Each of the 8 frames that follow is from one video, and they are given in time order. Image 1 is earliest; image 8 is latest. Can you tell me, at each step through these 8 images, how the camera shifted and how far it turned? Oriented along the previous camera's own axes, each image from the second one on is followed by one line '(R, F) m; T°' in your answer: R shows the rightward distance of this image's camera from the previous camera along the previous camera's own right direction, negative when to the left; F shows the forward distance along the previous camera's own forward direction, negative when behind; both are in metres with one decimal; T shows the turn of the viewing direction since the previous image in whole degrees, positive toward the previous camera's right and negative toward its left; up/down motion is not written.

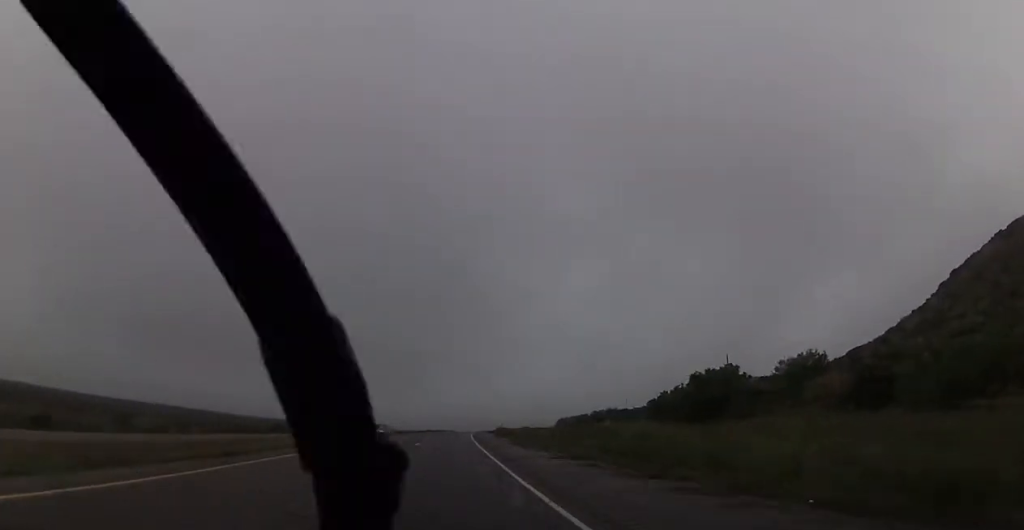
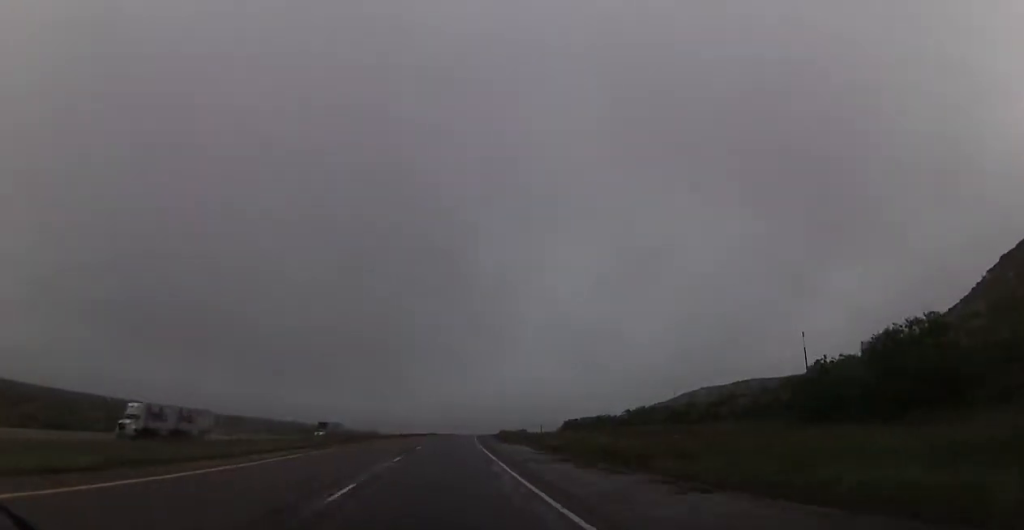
(+1.2, +40.0) m; +1°
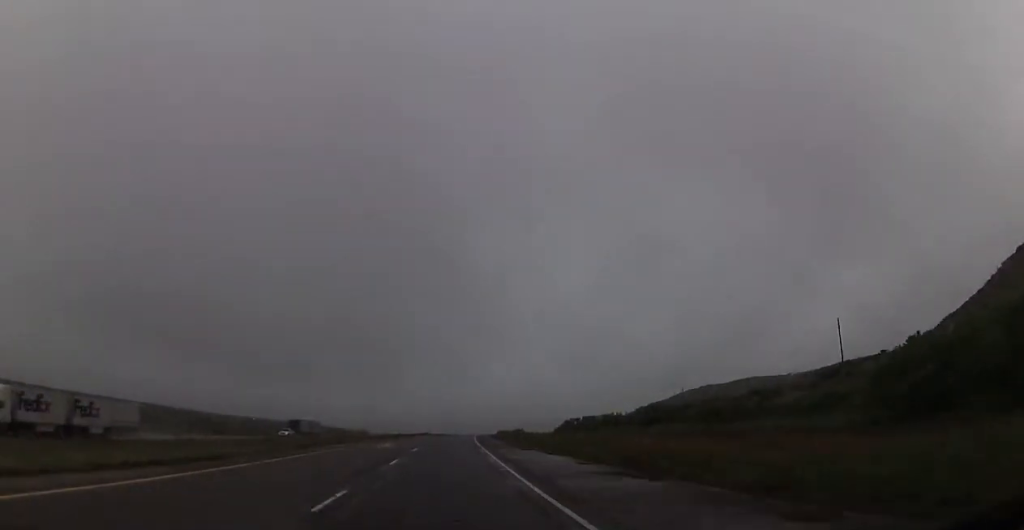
(-0.3, +13.7) m; 0°
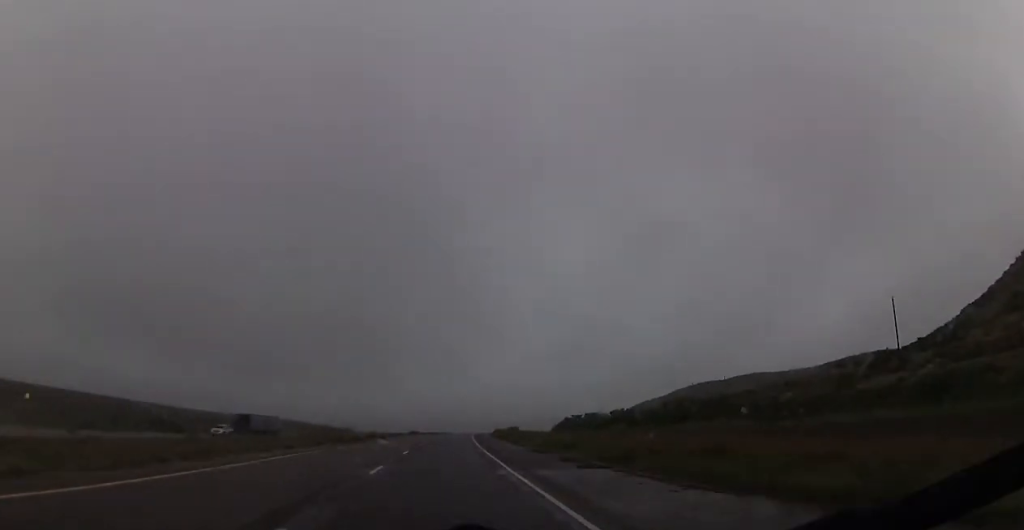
(-0.4, +17.1) m; 0°
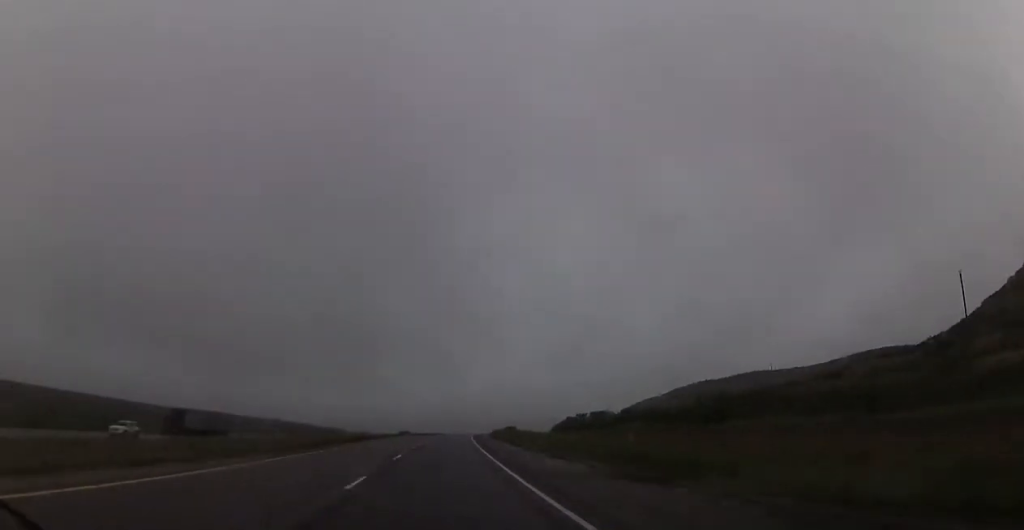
(+0.2, +16.0) m; +1°
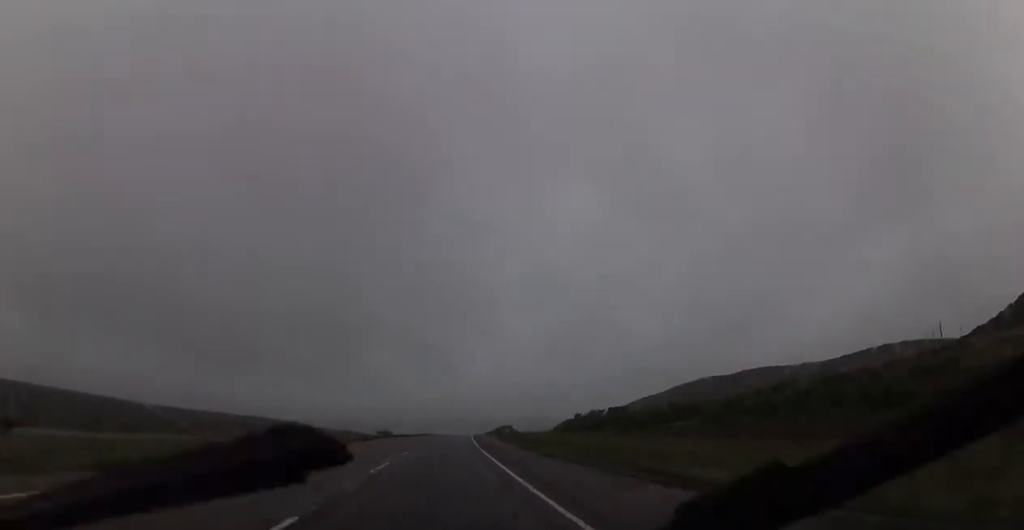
(+0.6, +32.0) m; +2°
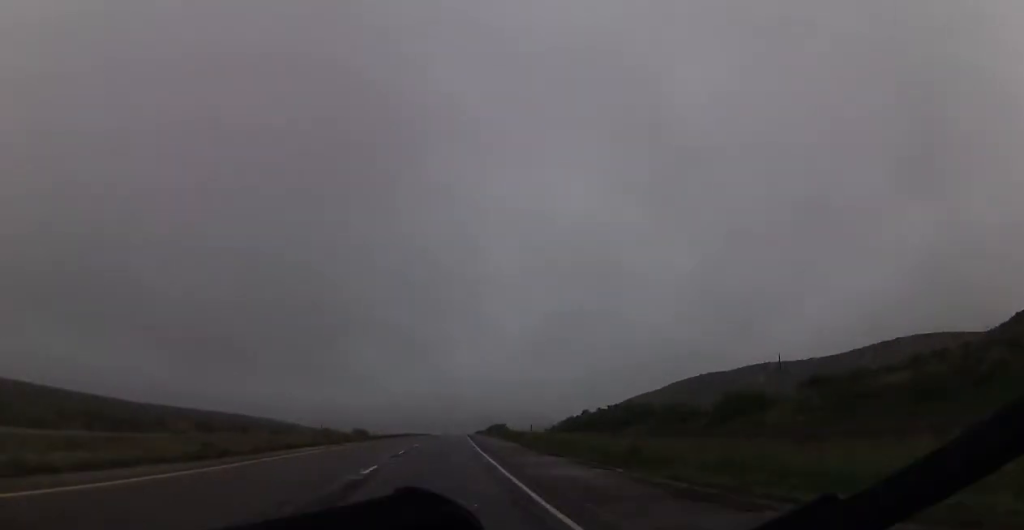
(+0.3, +25.2) m; +2°
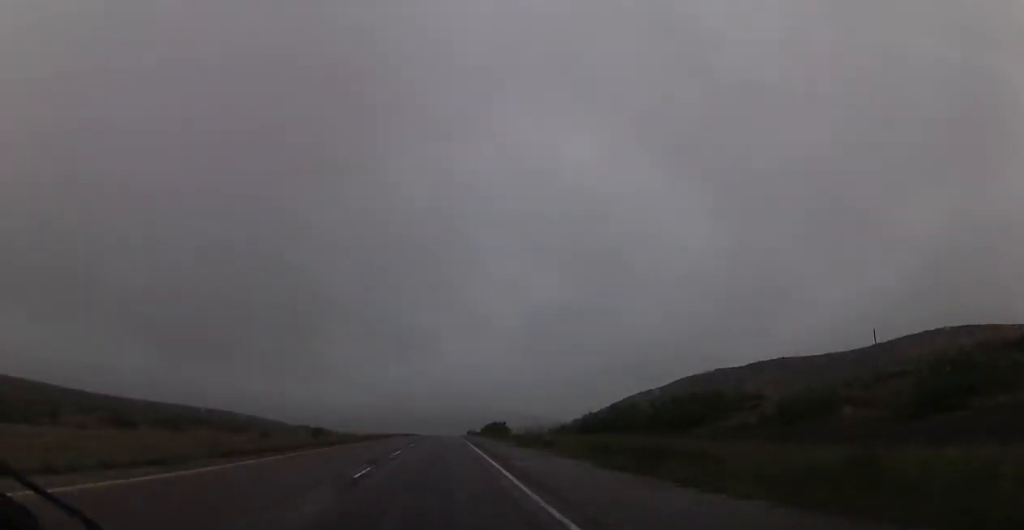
(+0.5, +37.8) m; +1°
